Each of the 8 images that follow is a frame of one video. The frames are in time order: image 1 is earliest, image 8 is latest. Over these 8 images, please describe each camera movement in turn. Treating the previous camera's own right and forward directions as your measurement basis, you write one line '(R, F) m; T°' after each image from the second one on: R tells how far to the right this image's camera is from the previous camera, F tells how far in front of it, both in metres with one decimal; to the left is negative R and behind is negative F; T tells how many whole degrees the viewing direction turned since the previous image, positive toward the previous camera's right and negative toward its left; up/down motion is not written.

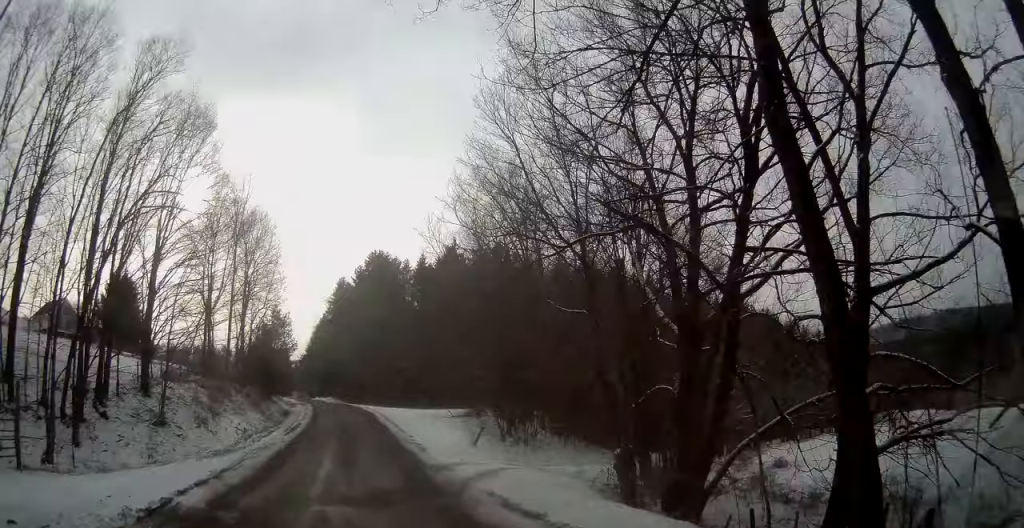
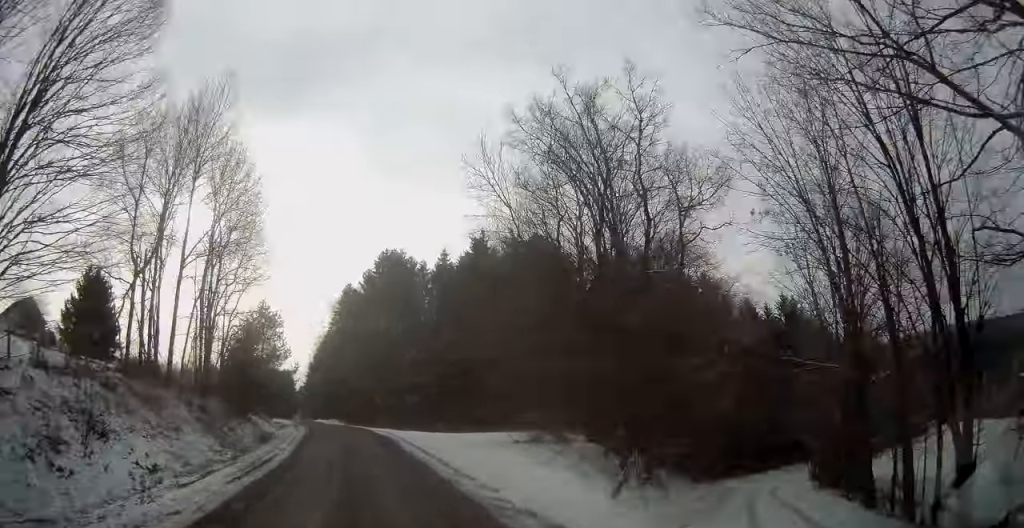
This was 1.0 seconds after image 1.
(+0.3, +16.4) m; -1°
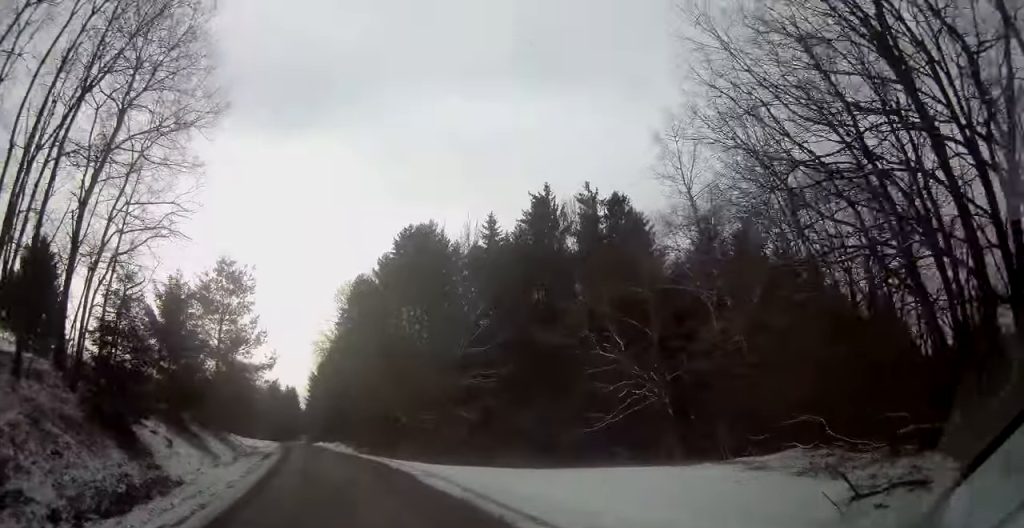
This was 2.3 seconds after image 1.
(-0.8, +23.4) m; -3°
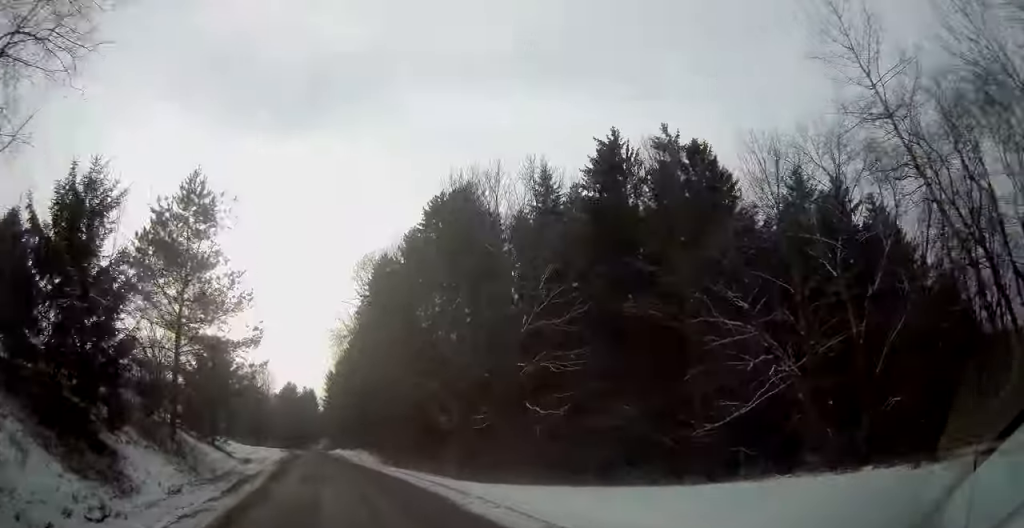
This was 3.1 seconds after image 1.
(0.0, +12.6) m; -1°
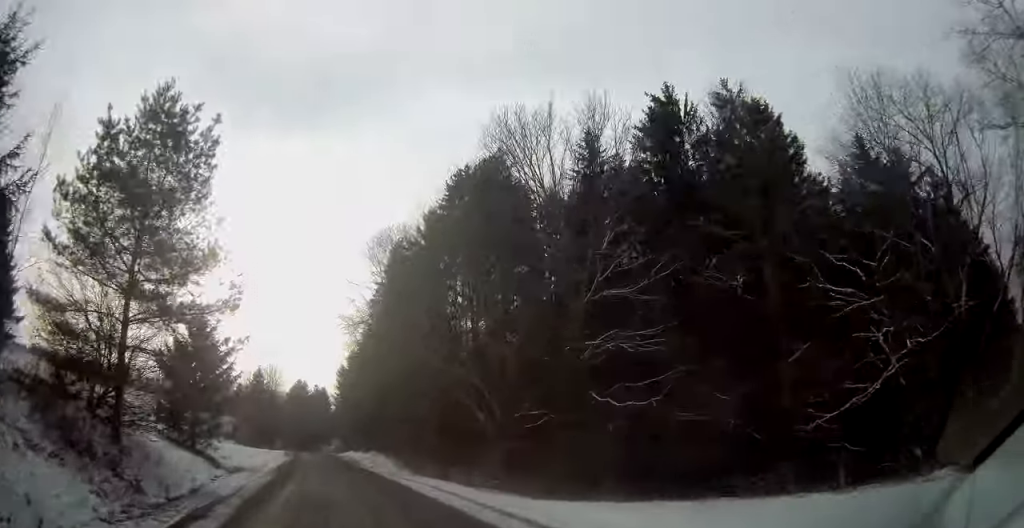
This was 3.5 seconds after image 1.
(-0.2, +7.5) m; -1°
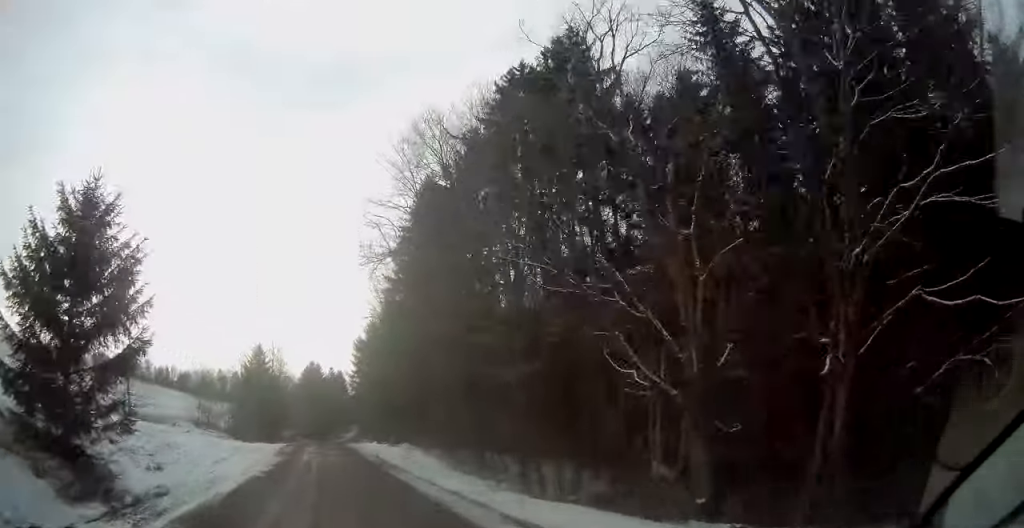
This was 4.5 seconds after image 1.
(-0.3, +16.5) m; -2°
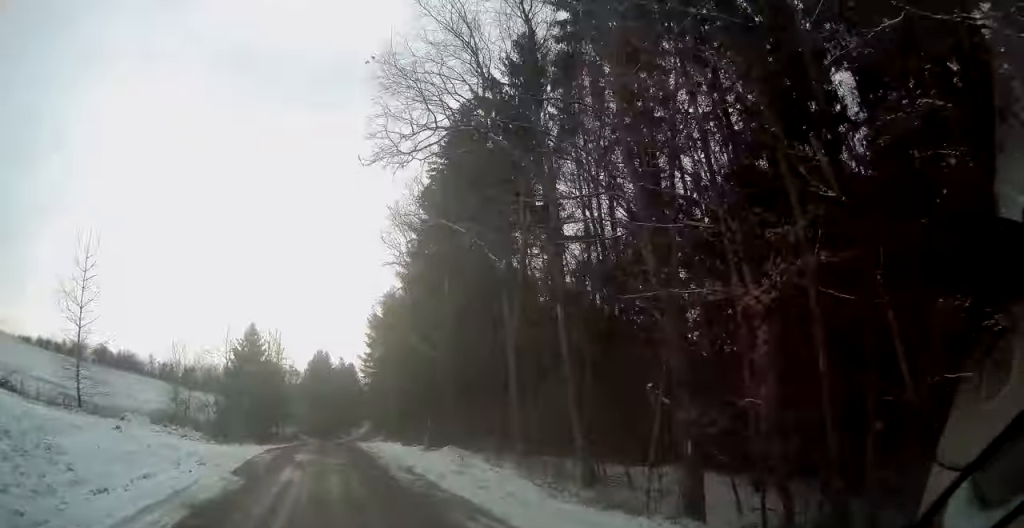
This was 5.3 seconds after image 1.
(0.0, +14.4) m; -1°
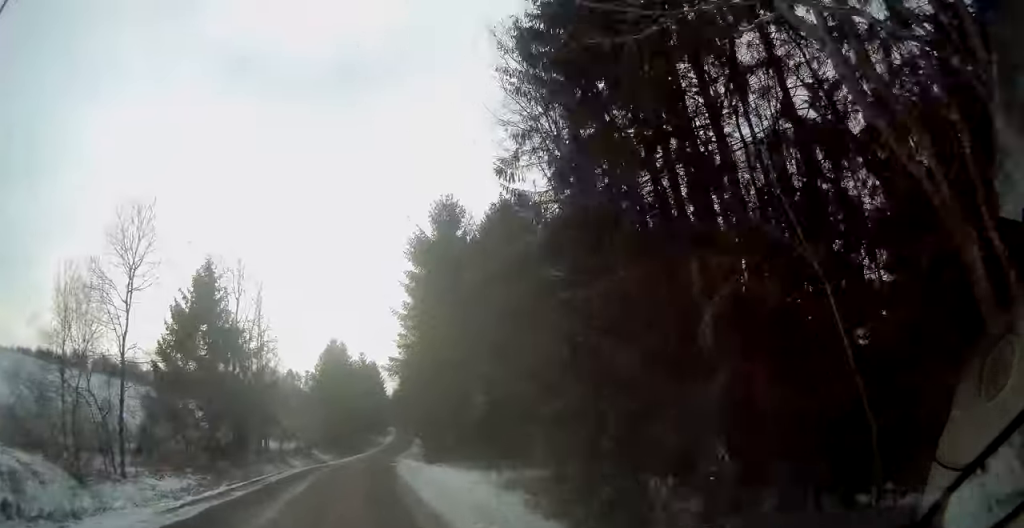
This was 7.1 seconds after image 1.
(-0.4, +28.5) m; 0°
